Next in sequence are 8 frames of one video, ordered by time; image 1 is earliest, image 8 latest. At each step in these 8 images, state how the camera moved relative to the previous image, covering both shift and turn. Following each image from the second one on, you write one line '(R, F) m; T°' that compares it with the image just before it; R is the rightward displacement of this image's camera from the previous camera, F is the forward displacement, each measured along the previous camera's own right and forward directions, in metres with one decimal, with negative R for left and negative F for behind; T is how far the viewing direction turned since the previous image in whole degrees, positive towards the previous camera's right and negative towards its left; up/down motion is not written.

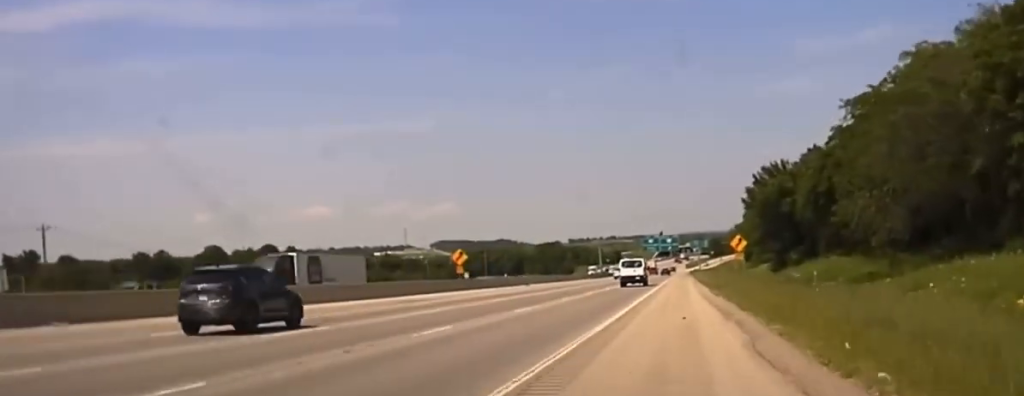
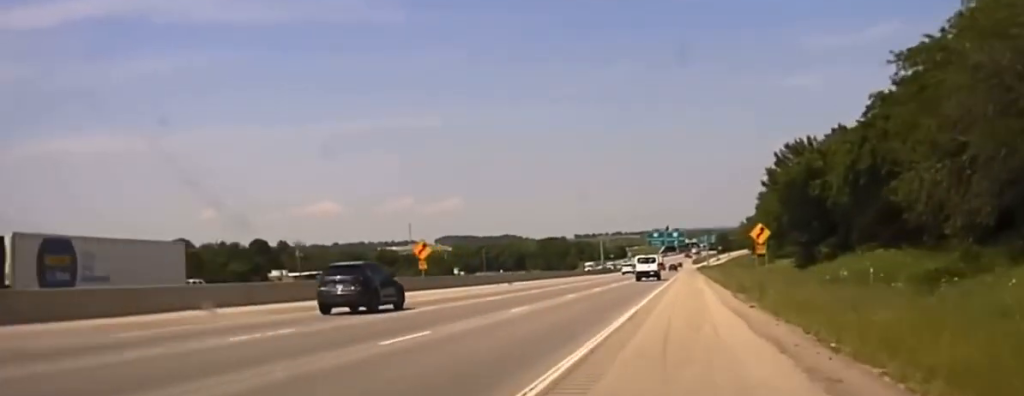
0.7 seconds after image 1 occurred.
(+0.1, +17.8) m; 0°
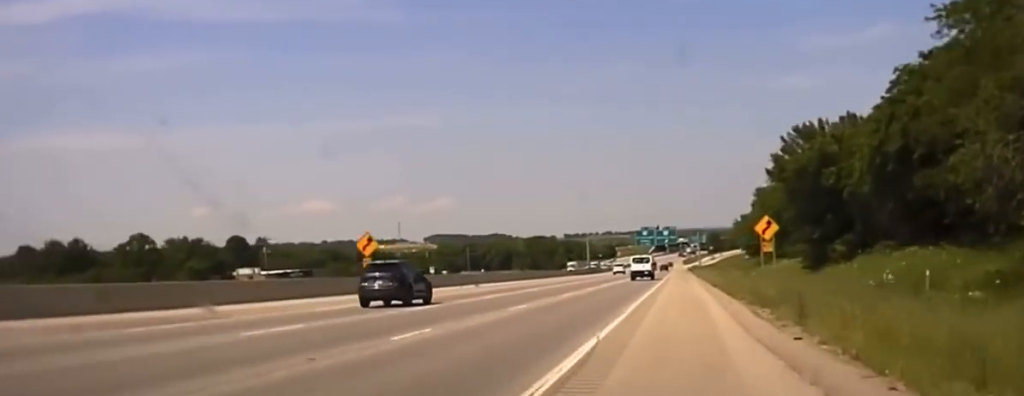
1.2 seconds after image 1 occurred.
(+0.1, +13.7) m; 0°
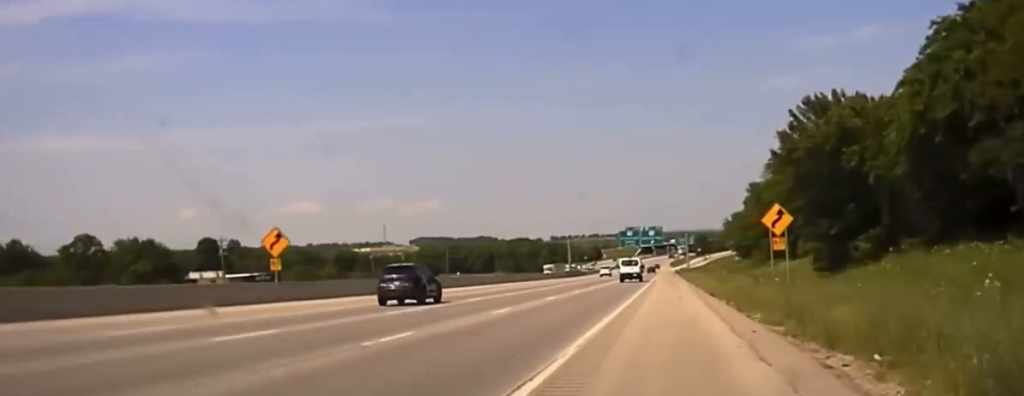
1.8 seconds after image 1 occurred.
(-0.1, +14.6) m; -1°
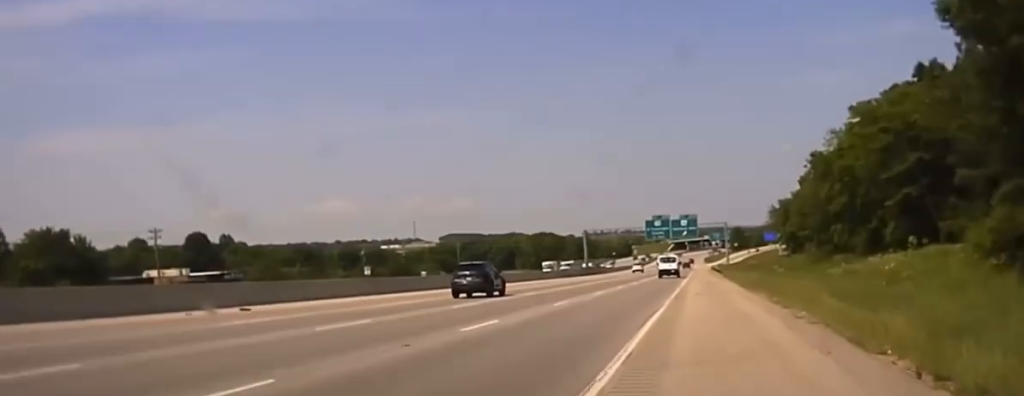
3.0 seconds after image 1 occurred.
(-0.4, +35.6) m; -1°
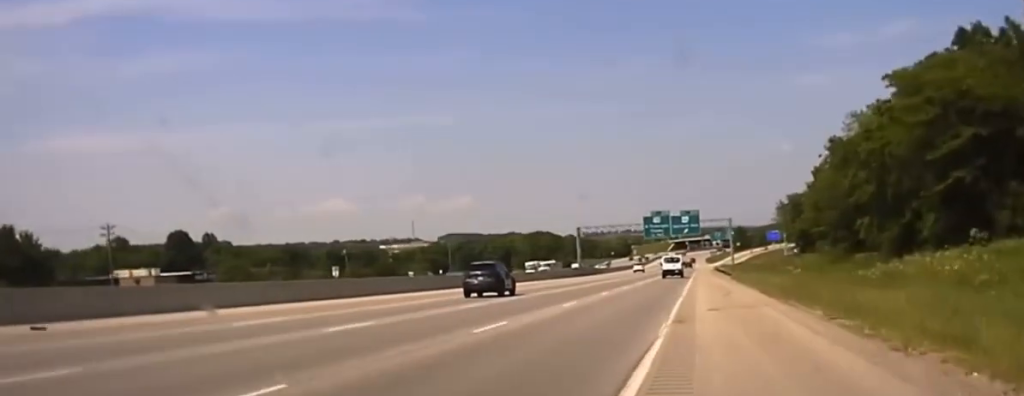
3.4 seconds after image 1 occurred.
(0.0, +13.0) m; 0°
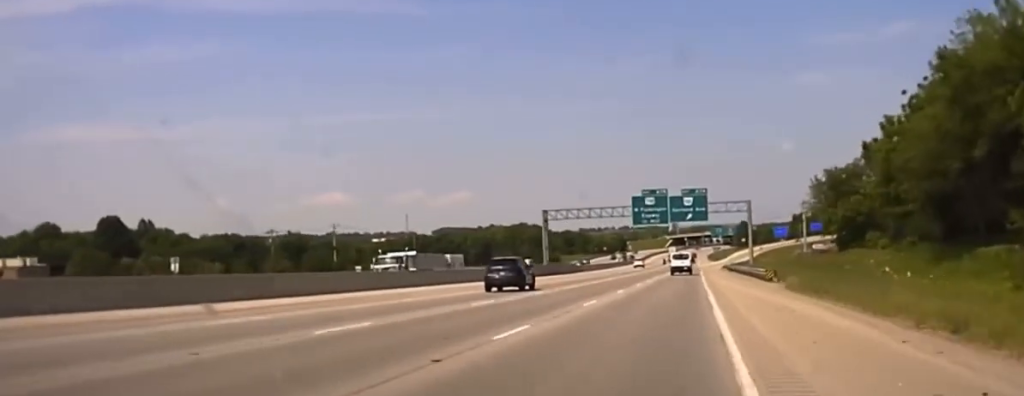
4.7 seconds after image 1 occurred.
(+0.1, +37.4) m; 0°
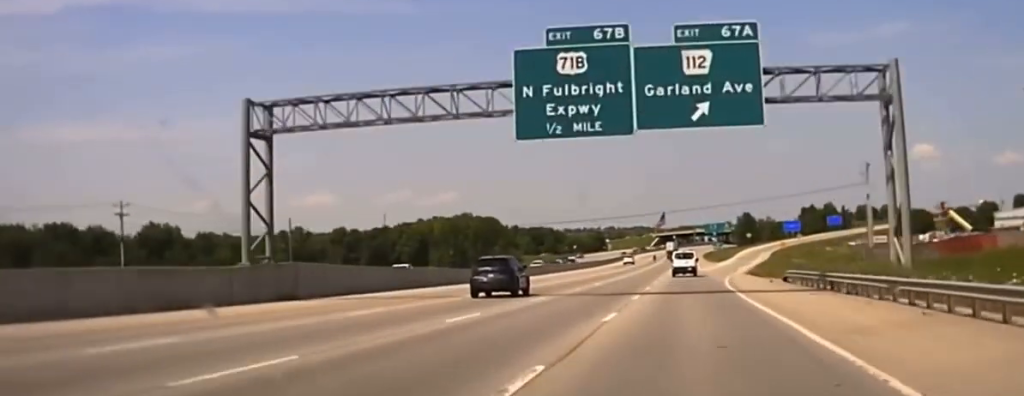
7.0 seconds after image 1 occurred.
(+0.4, +74.9) m; 0°
